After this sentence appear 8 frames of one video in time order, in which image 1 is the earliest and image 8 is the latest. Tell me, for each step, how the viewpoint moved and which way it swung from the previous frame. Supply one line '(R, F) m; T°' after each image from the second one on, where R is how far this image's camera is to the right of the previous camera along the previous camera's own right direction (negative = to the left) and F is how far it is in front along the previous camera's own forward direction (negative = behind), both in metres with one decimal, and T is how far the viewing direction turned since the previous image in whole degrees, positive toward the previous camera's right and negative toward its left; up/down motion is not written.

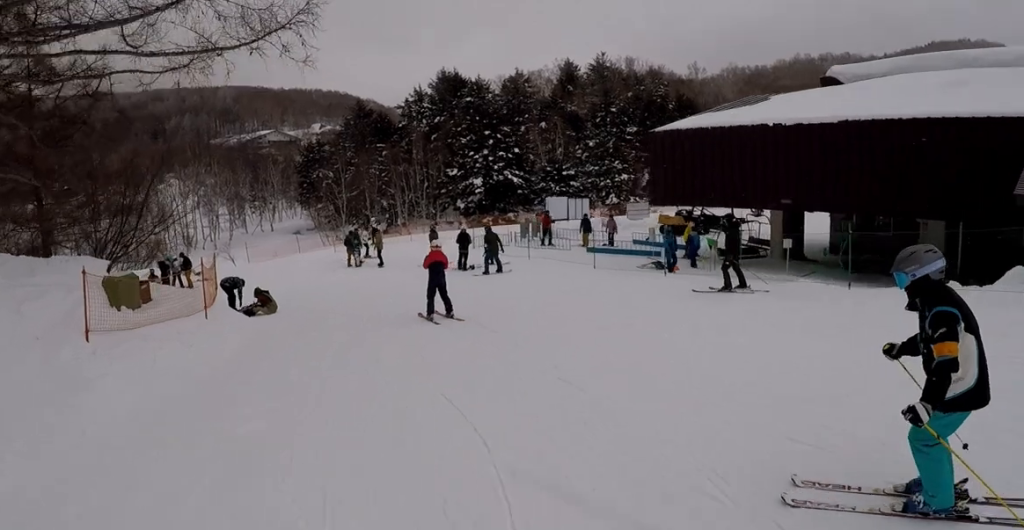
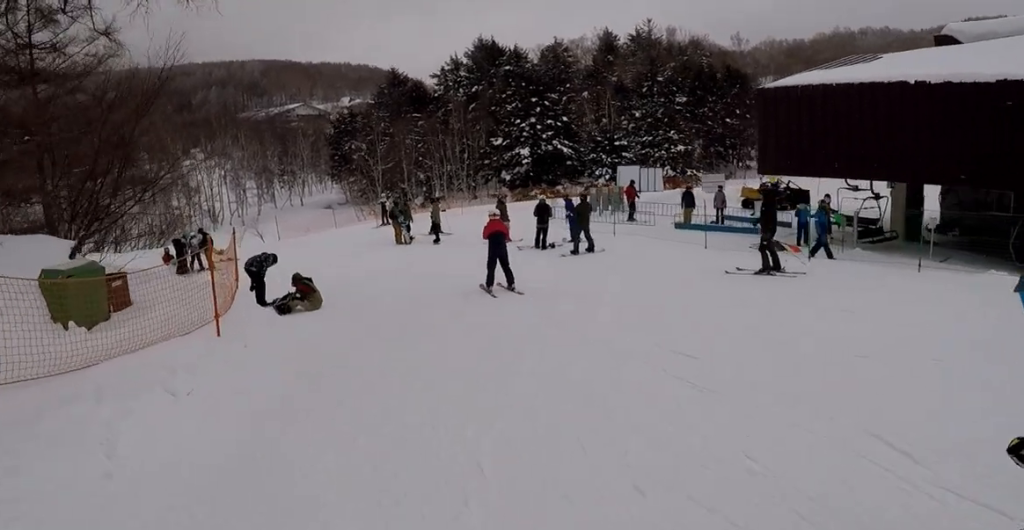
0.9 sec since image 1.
(-0.1, +4.5) m; 0°
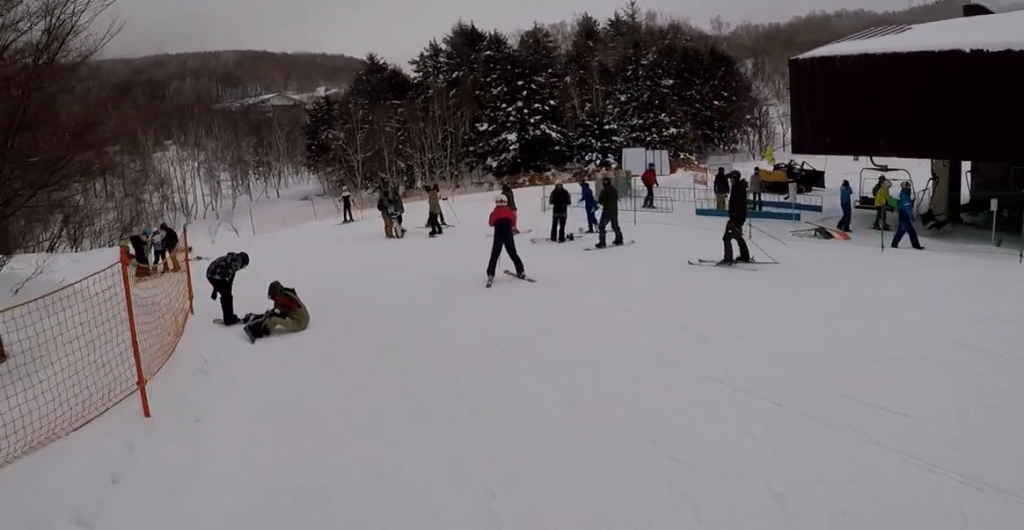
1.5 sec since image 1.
(+0.1, +2.9) m; +2°
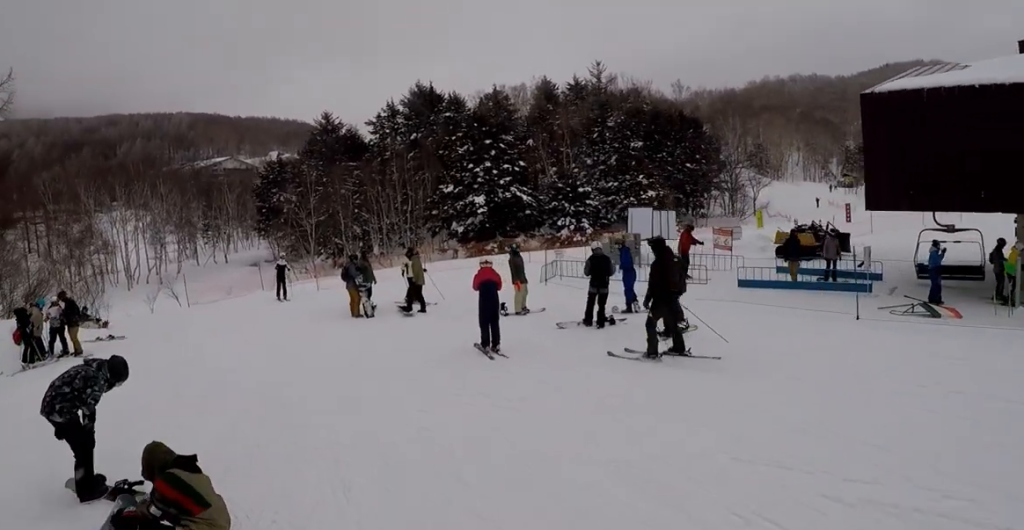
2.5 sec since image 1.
(+0.2, +4.8) m; +5°
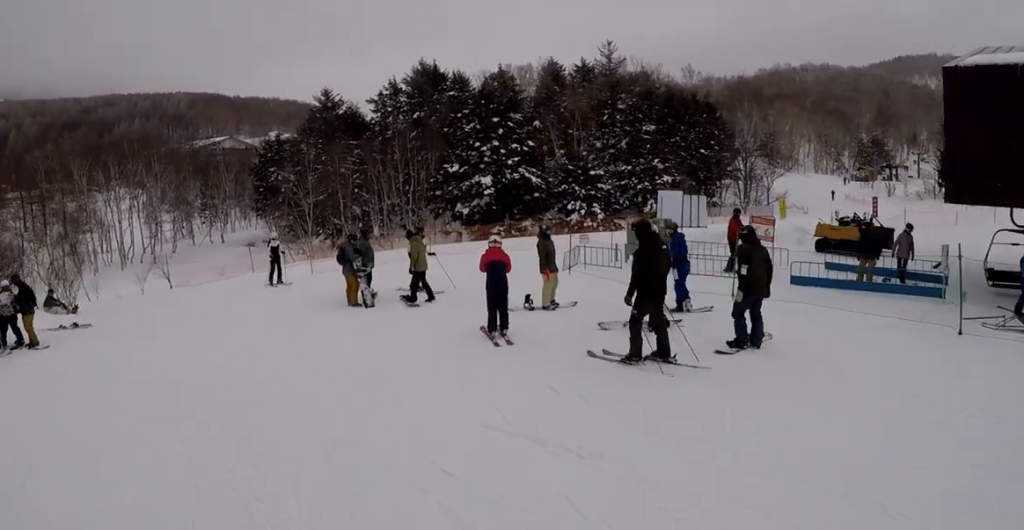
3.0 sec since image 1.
(+0.1, +2.1) m; +2°
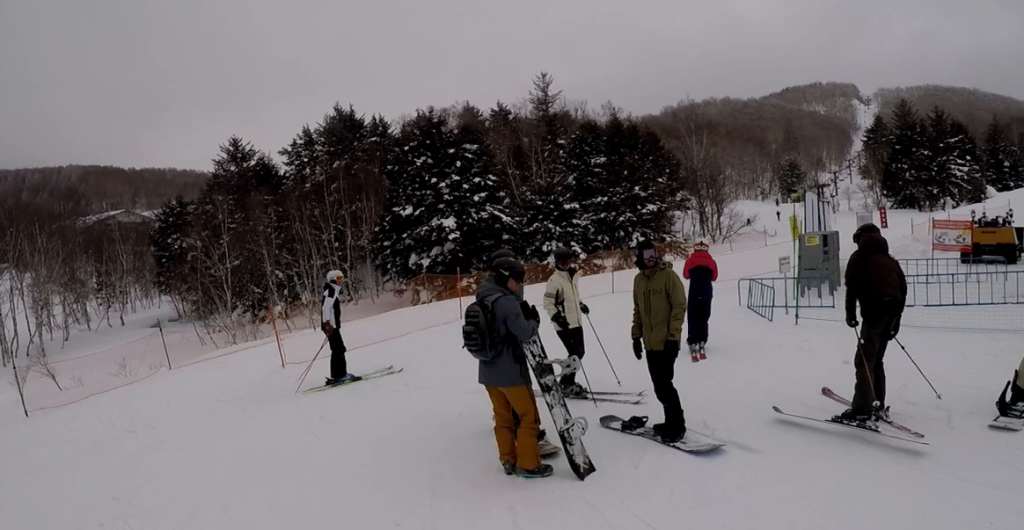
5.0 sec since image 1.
(+0.6, +8.3) m; +13°
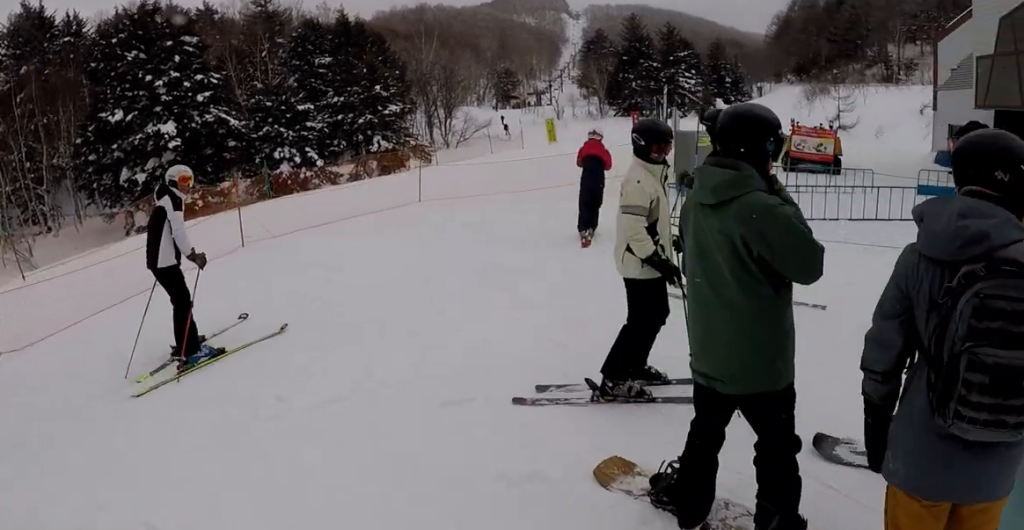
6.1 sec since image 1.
(+0.4, +3.3) m; +15°
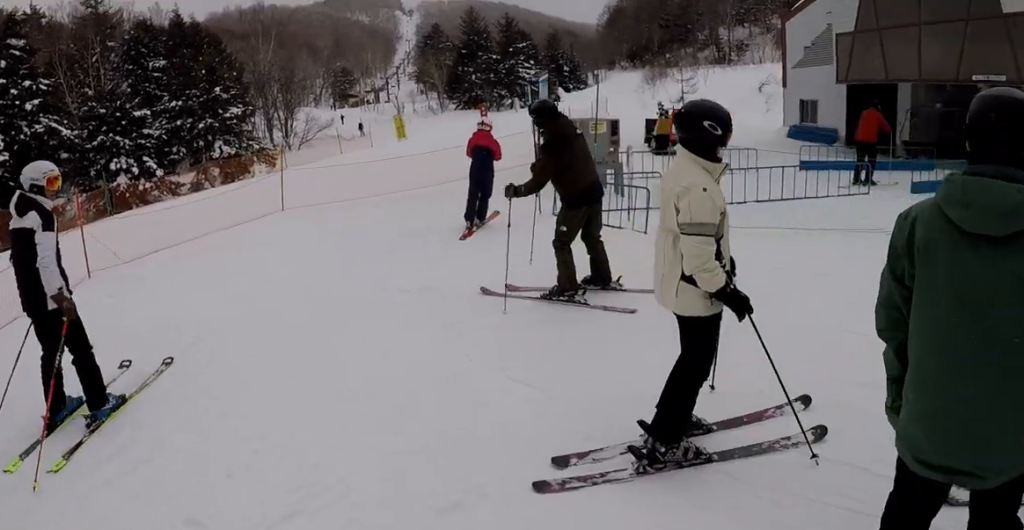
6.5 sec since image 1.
(+0.2, +1.1) m; +4°
